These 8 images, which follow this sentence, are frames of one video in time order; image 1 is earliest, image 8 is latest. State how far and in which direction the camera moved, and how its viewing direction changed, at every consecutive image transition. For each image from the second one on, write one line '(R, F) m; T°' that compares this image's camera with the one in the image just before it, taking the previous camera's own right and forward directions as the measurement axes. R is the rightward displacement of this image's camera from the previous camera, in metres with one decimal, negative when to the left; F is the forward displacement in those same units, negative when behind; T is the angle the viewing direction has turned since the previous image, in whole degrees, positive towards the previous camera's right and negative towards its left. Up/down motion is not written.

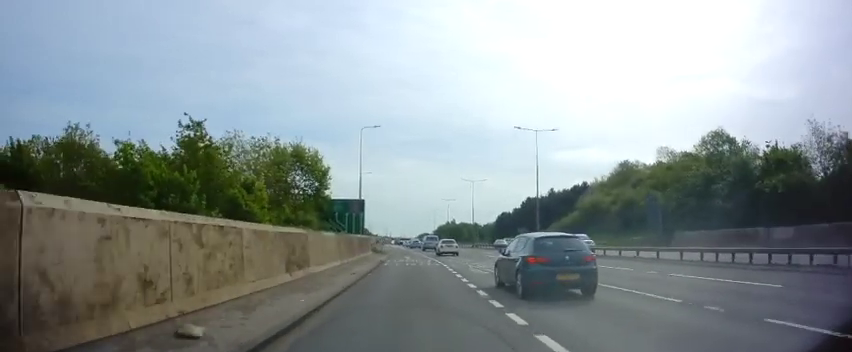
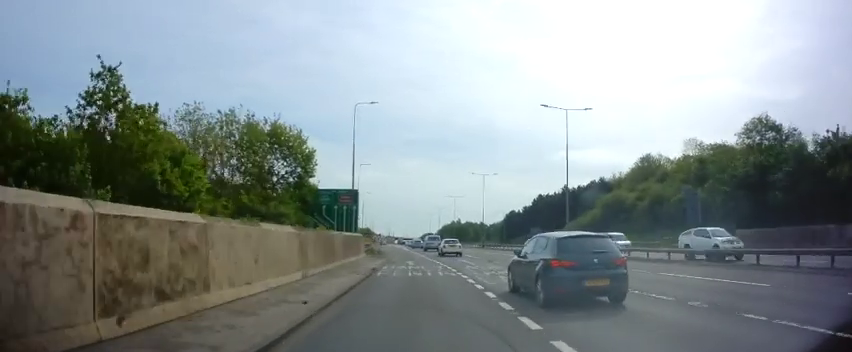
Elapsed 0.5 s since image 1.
(0.0, +8.1) m; 0°
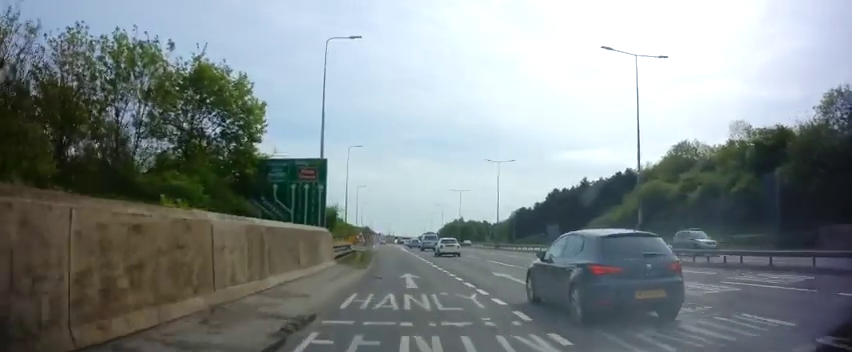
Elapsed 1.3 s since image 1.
(0.0, +12.9) m; 0°
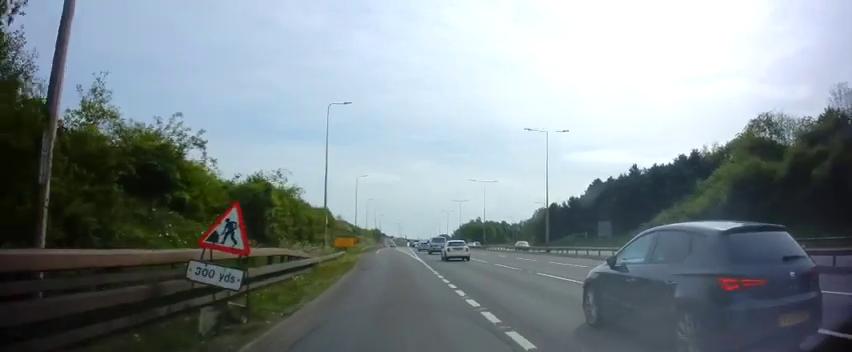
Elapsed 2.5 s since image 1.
(-0.3, +19.4) m; -3°
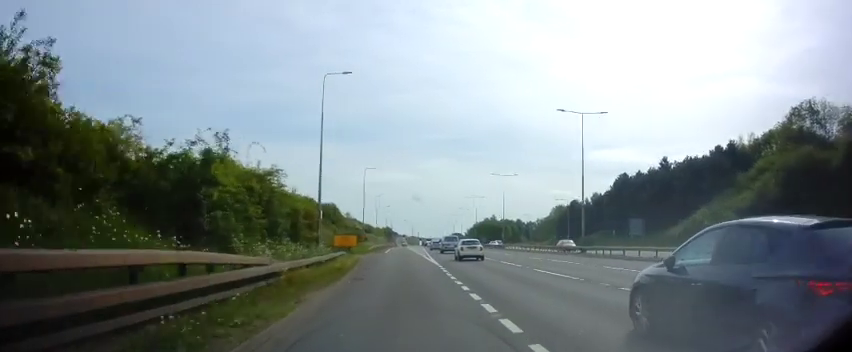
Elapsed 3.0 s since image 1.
(-0.2, +6.7) m; -1°
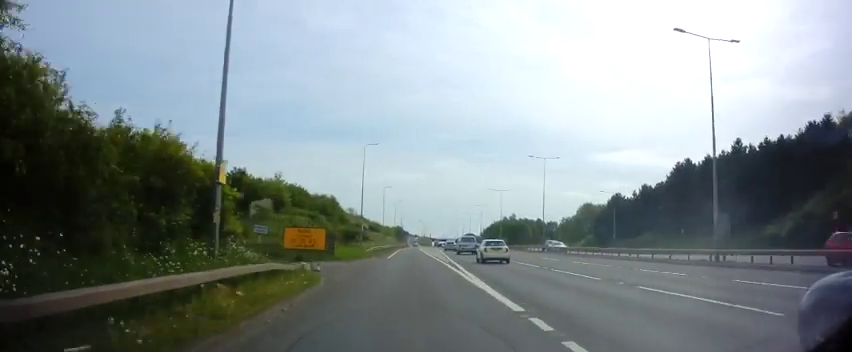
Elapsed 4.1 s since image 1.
(-0.1, +17.2) m; 0°
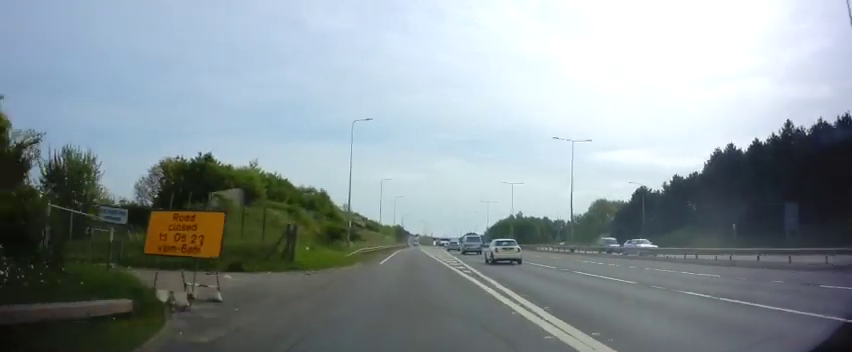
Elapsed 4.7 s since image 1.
(0.0, +10.6) m; 0°
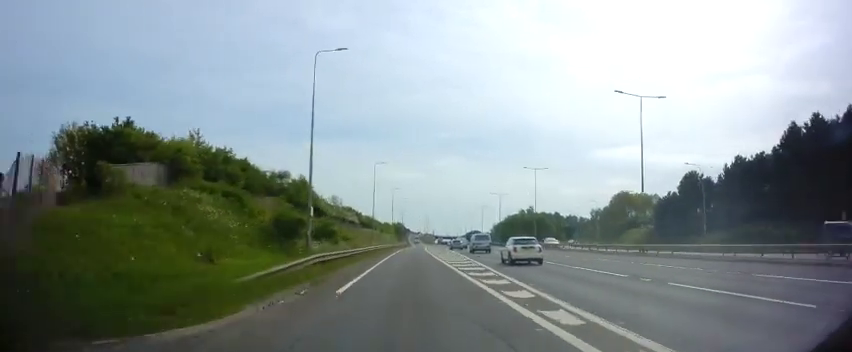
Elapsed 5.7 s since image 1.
(0.0, +16.1) m; -1°
